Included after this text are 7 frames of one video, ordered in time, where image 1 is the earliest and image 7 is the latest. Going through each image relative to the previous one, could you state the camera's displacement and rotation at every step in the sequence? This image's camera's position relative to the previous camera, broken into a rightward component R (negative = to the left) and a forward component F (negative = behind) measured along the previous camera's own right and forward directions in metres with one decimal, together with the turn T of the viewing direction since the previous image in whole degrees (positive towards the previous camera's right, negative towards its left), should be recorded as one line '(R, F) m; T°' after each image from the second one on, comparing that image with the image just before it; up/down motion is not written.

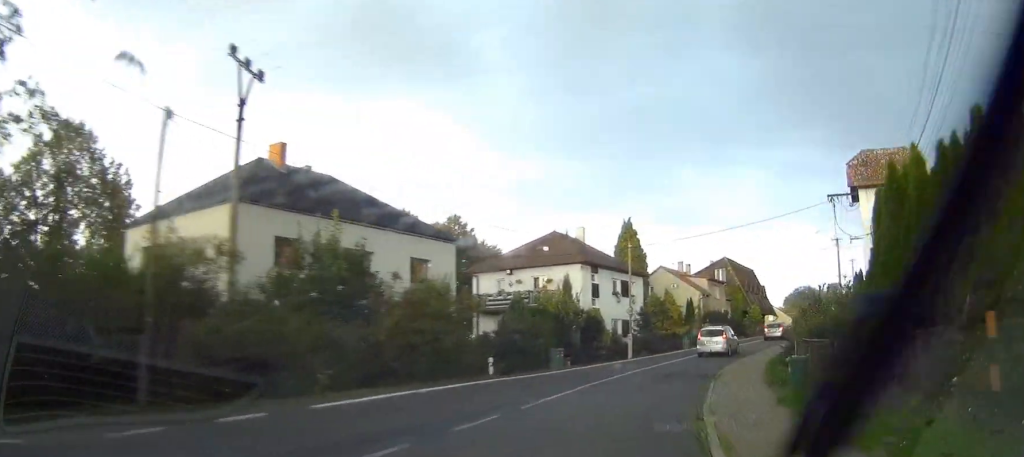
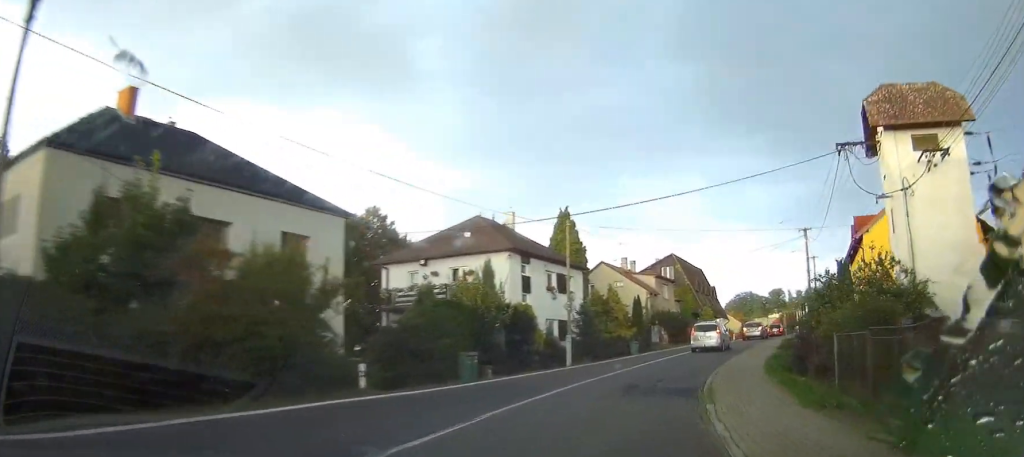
(+0.3, +9.0) m; +3°
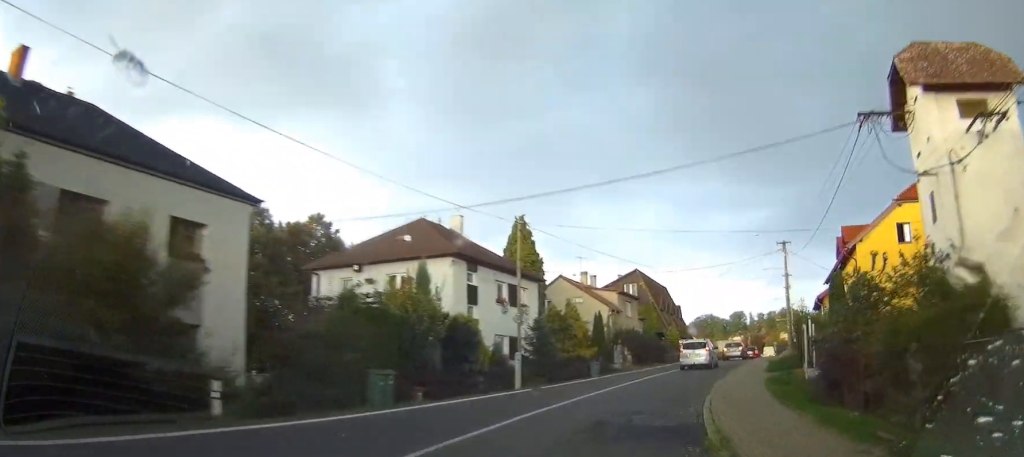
(+0.1, +5.6) m; +2°
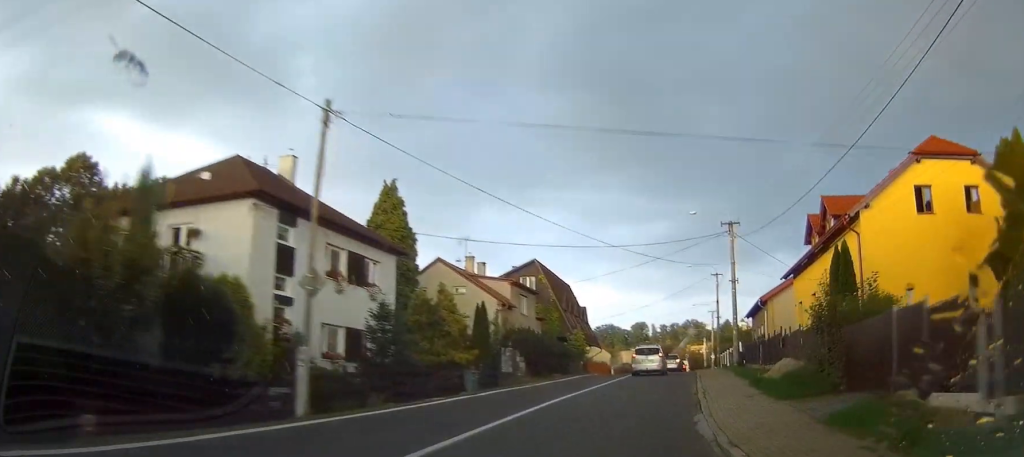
(+0.8, +14.0) m; +8°
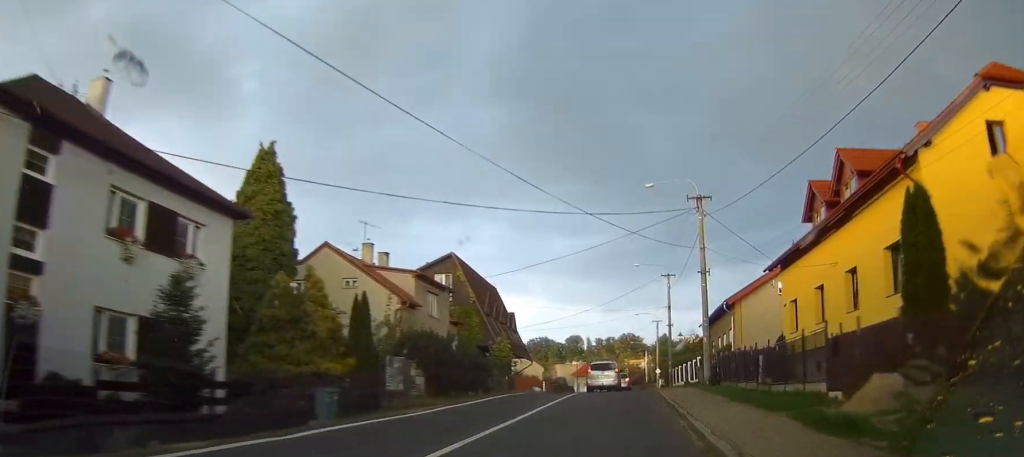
(+0.6, +10.1) m; +6°
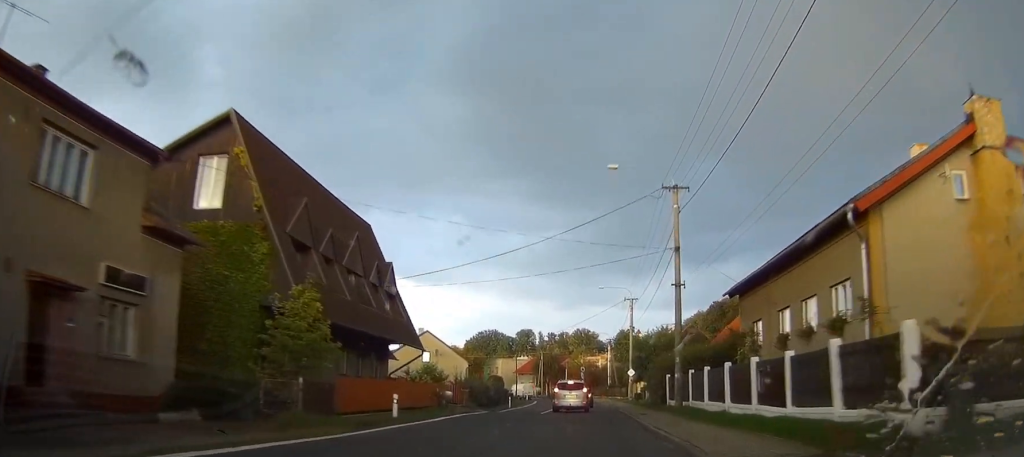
(+2.9, +28.8) m; +8°
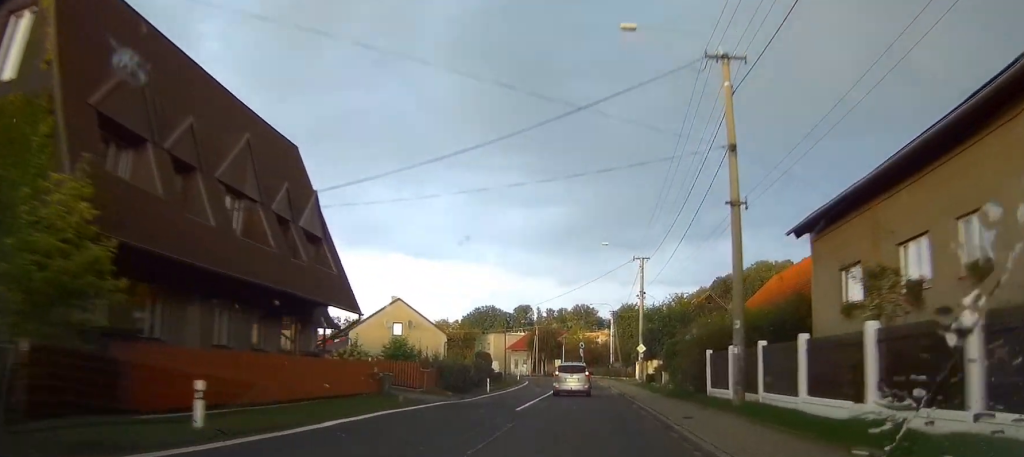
(0.0, +11.4) m; 0°
